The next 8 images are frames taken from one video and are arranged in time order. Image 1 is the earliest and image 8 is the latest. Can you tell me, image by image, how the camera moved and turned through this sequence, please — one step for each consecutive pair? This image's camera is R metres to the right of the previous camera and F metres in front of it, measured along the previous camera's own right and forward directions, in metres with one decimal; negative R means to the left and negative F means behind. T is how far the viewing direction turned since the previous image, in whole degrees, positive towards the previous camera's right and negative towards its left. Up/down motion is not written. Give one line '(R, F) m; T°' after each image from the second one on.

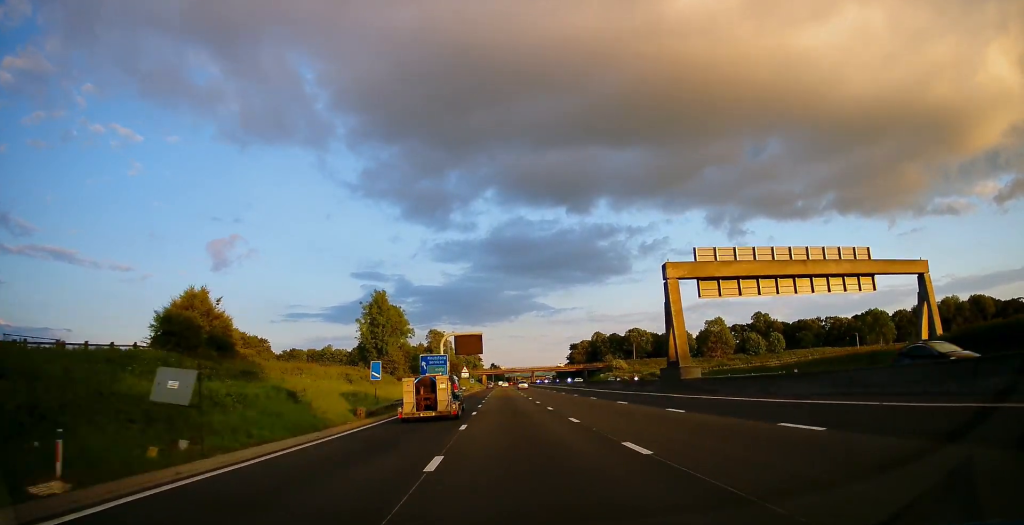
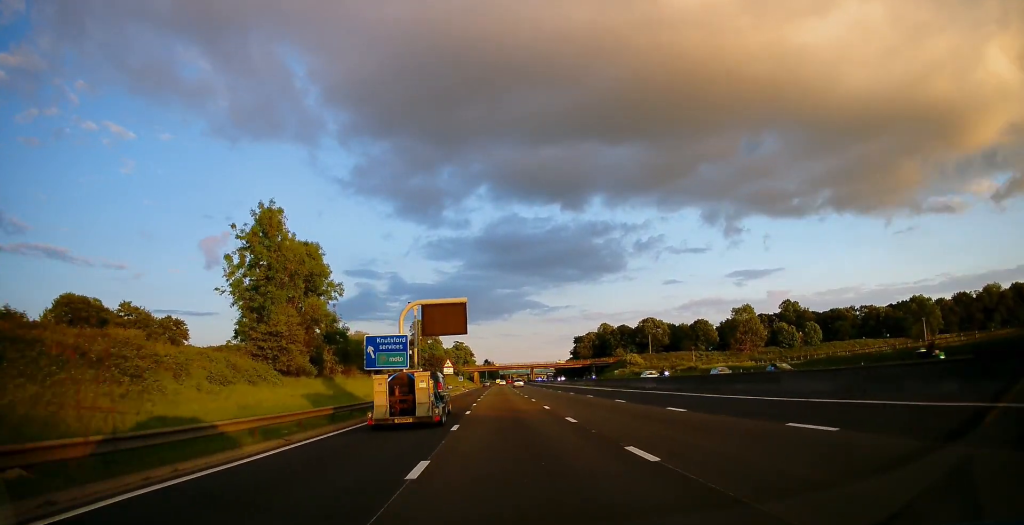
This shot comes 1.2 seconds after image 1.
(0.0, +35.4) m; +1°
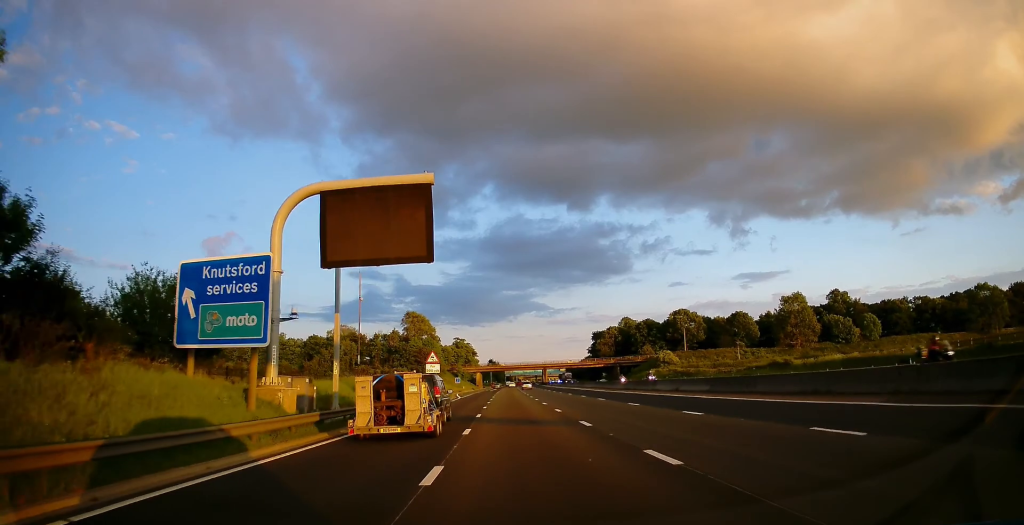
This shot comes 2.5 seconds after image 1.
(+0.5, +36.5) m; 0°
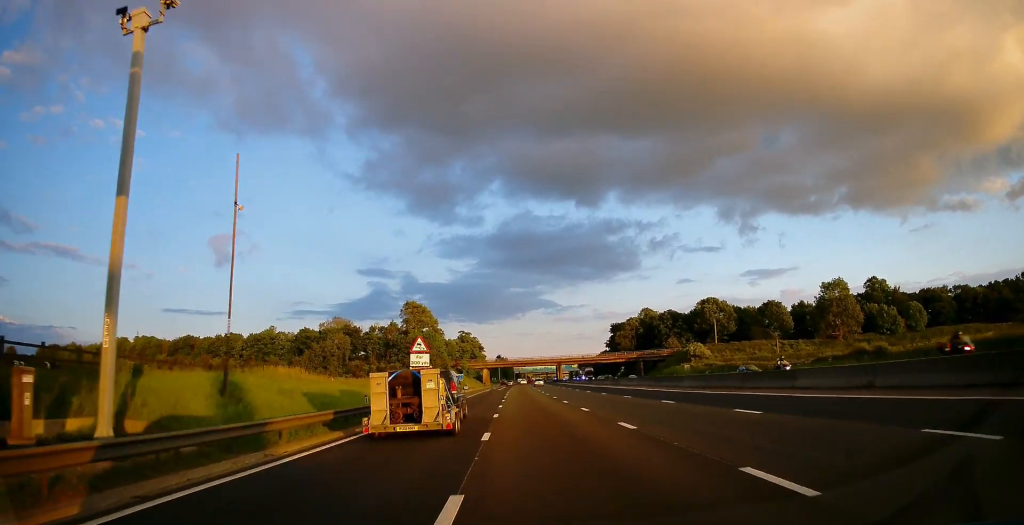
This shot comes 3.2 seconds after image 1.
(-0.5, +20.2) m; -1°
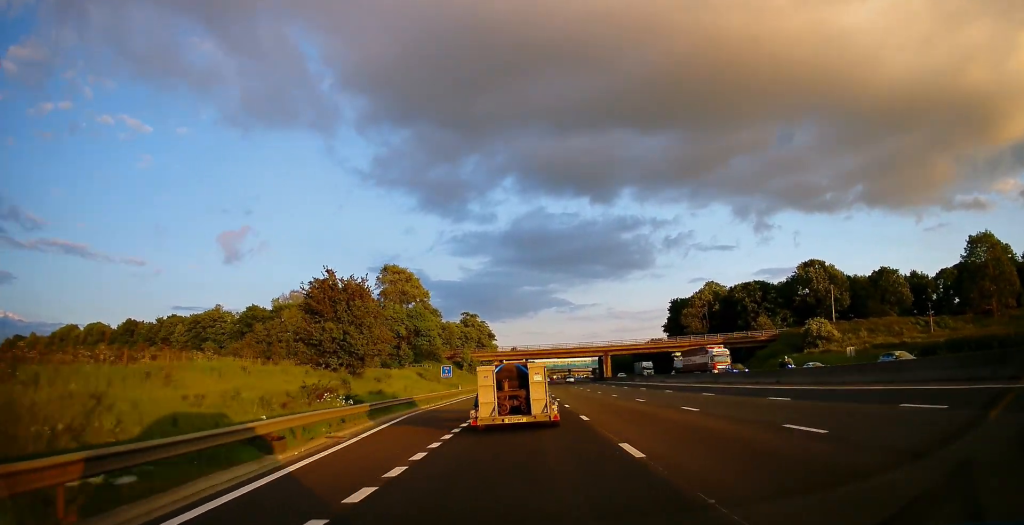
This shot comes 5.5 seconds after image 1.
(-0.4, +57.5) m; -2°
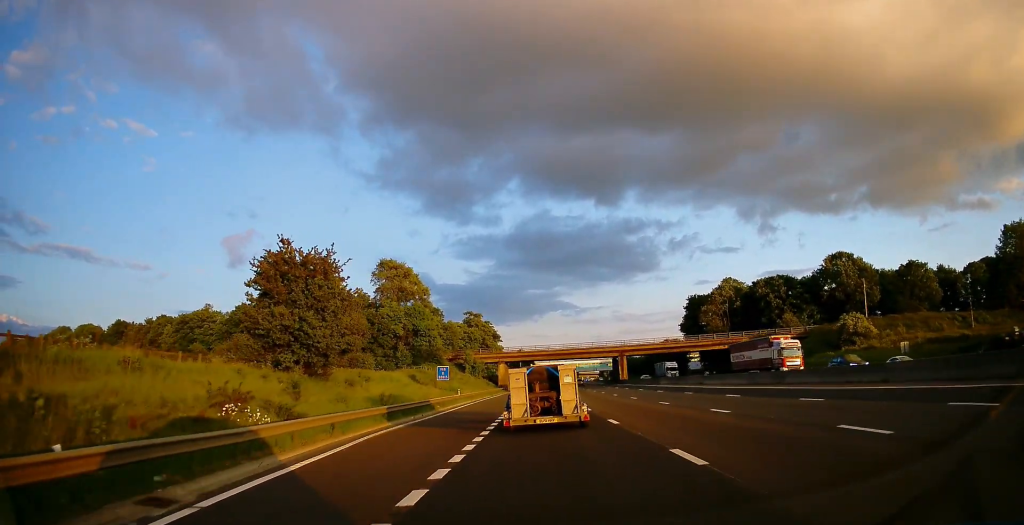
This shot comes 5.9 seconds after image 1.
(-0.1, +10.0) m; 0°
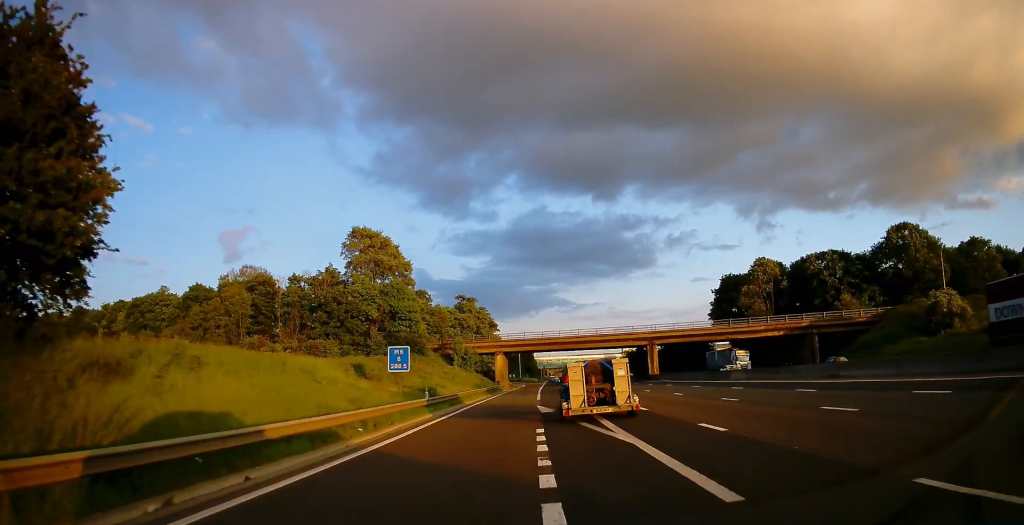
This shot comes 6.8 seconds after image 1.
(-0.2, +23.4) m; +1°
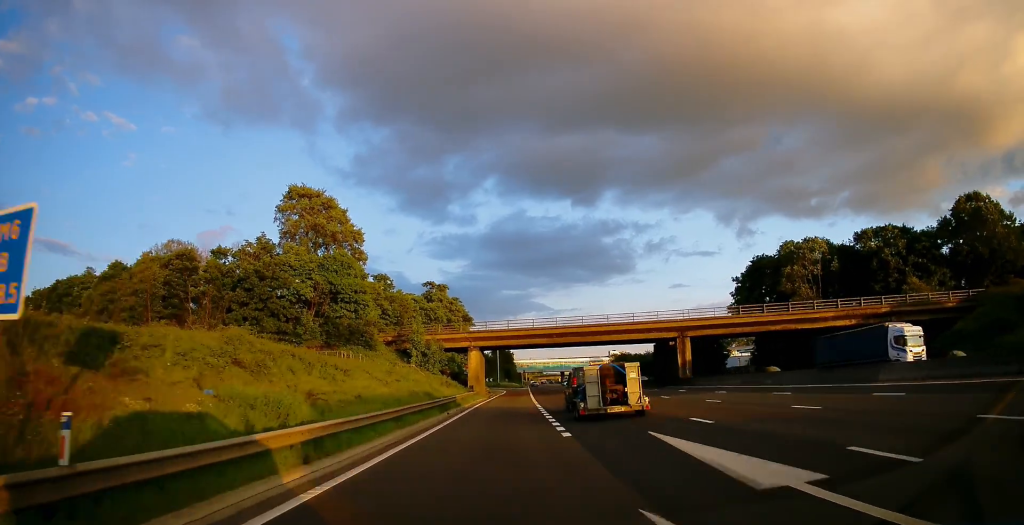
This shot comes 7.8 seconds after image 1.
(+0.5, +23.6) m; +2°
